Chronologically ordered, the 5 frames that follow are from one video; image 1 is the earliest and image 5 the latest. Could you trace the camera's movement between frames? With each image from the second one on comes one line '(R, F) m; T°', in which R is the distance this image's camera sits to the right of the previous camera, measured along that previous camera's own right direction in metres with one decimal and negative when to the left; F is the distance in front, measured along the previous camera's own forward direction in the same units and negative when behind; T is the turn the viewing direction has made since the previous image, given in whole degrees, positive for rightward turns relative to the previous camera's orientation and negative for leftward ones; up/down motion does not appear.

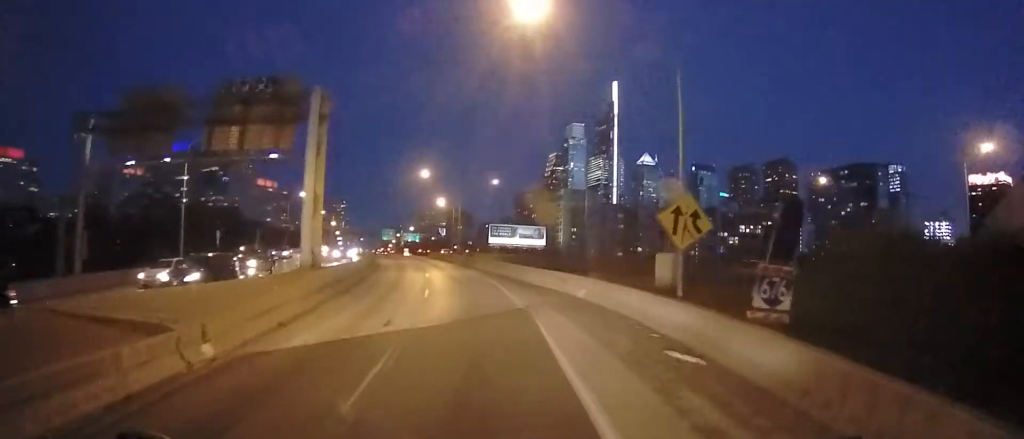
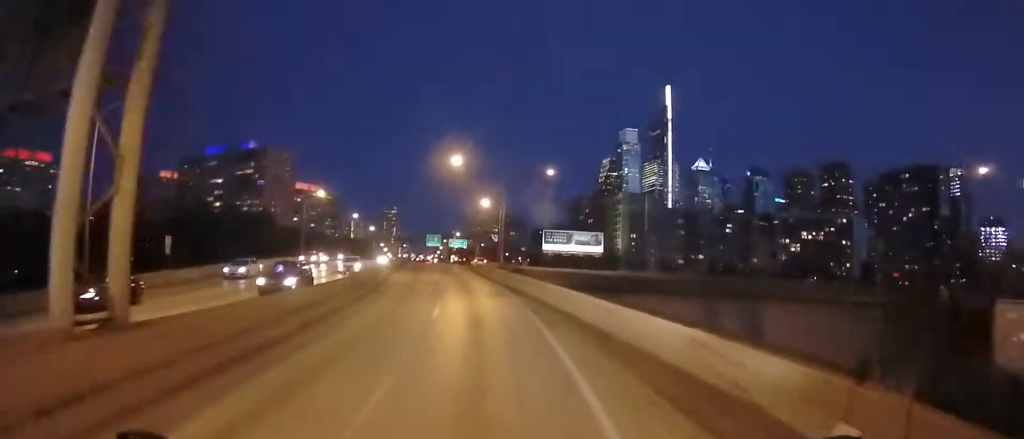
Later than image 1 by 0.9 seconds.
(-0.8, +16.3) m; -6°
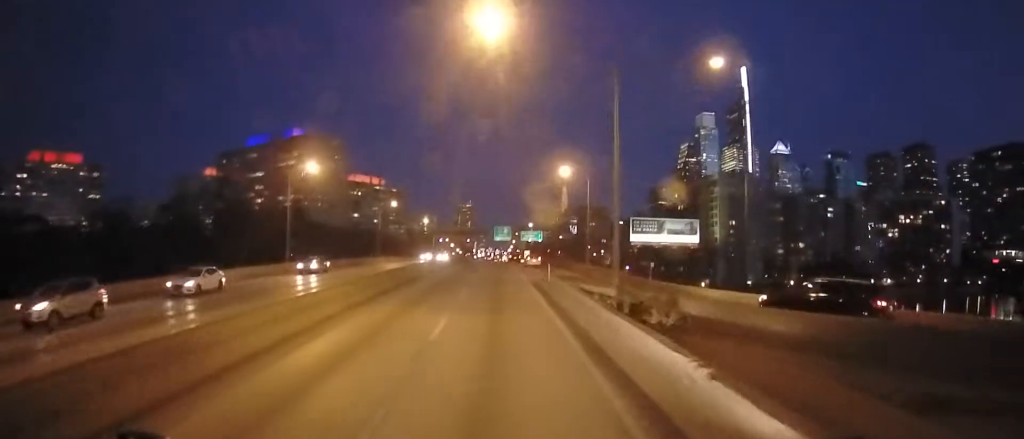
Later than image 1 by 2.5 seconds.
(-3.2, +29.8) m; -8°
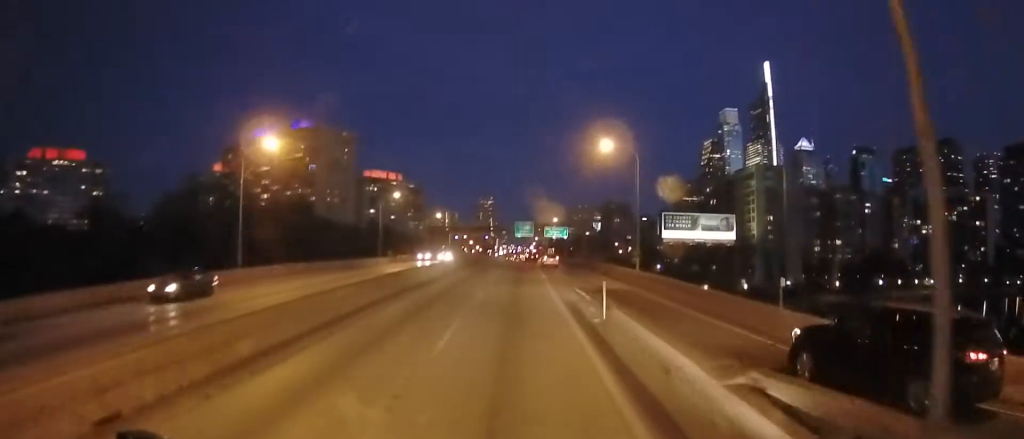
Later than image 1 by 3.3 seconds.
(-0.3, +14.2) m; 0°
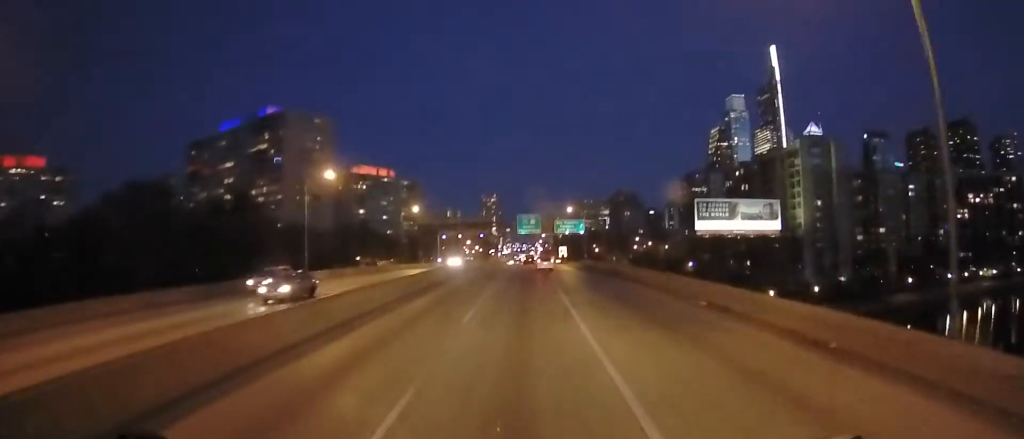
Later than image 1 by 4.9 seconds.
(-0.3, +31.0) m; 0°
